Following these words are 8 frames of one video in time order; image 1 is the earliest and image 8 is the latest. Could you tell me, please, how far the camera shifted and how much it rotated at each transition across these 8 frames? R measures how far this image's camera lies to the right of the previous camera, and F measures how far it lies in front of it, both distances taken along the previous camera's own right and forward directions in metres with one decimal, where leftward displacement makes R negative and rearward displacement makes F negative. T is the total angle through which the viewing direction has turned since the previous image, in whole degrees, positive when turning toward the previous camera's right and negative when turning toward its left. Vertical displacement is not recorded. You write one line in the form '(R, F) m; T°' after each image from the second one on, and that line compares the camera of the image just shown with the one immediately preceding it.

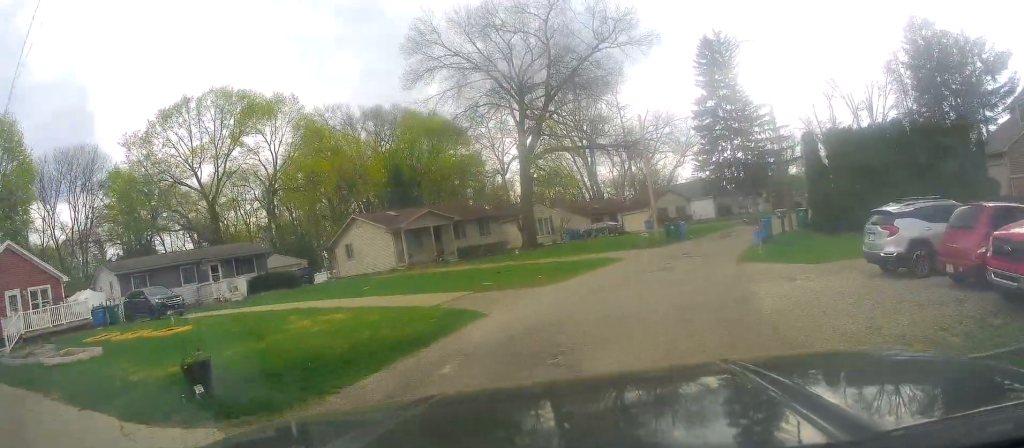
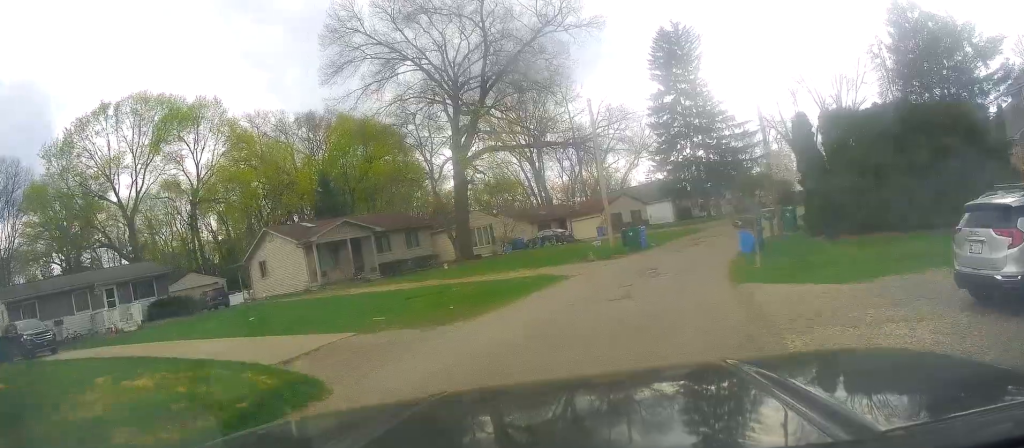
(+0.2, +6.1) m; +6°
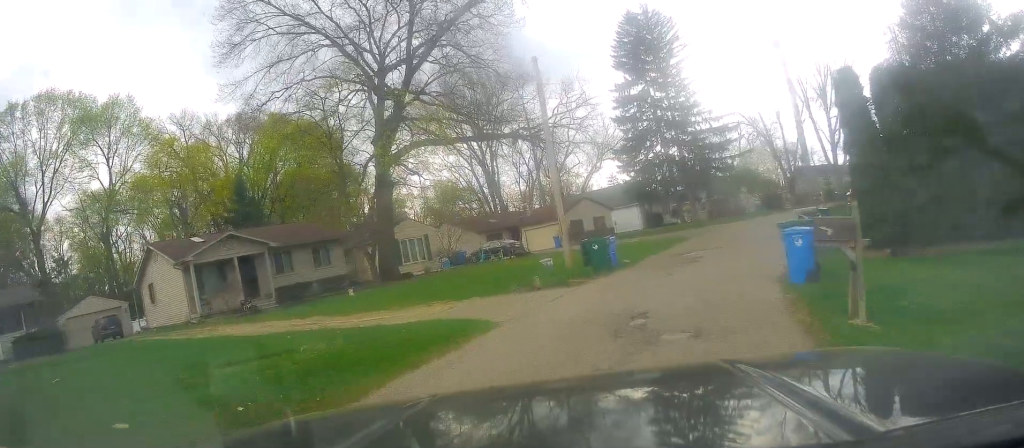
(+0.8, +8.5) m; +9°
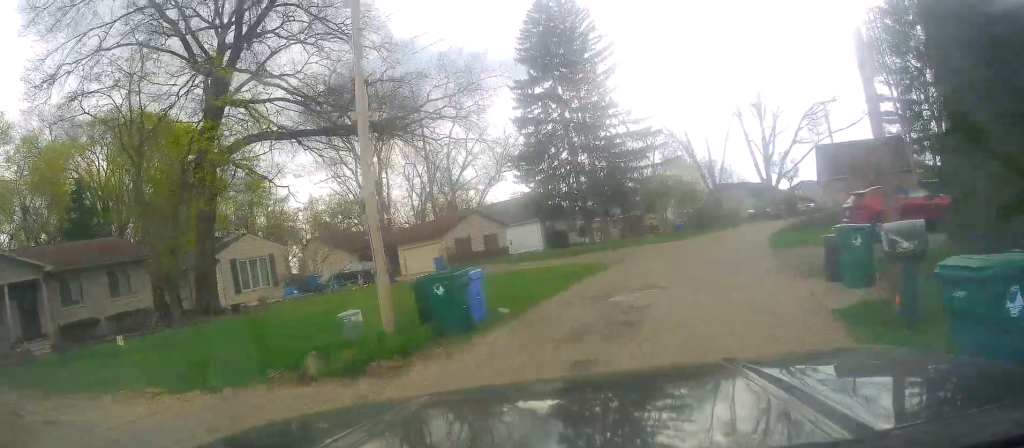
(+0.4, +9.5) m; +7°
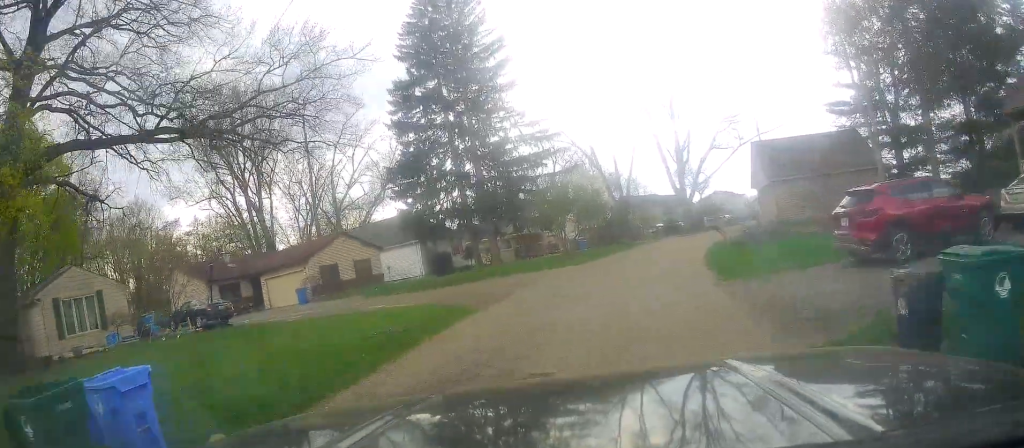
(+0.6, +7.2) m; +5°
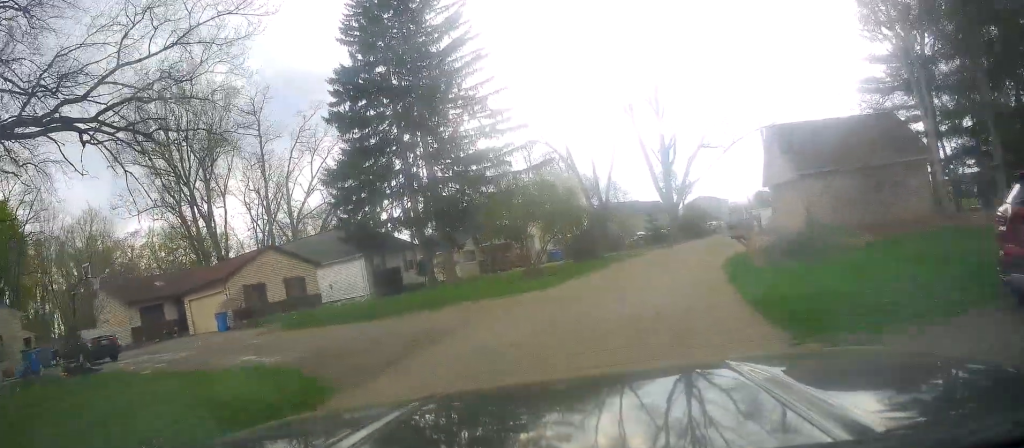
(+0.1, +7.0) m; +4°
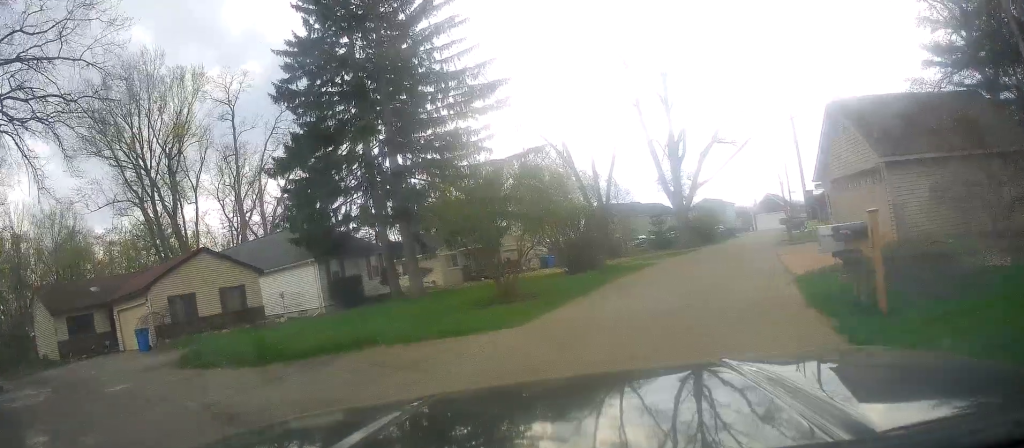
(+0.4, +6.4) m; +2°
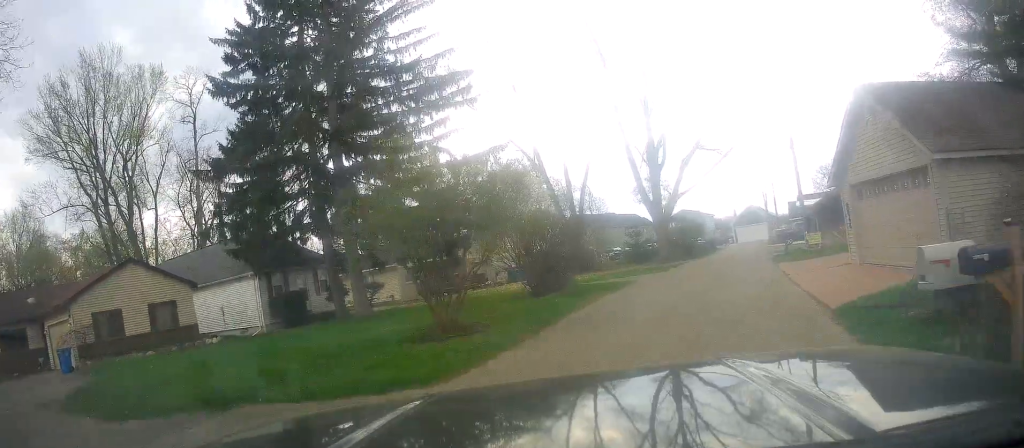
(-0.3, +3.6) m; +3°
